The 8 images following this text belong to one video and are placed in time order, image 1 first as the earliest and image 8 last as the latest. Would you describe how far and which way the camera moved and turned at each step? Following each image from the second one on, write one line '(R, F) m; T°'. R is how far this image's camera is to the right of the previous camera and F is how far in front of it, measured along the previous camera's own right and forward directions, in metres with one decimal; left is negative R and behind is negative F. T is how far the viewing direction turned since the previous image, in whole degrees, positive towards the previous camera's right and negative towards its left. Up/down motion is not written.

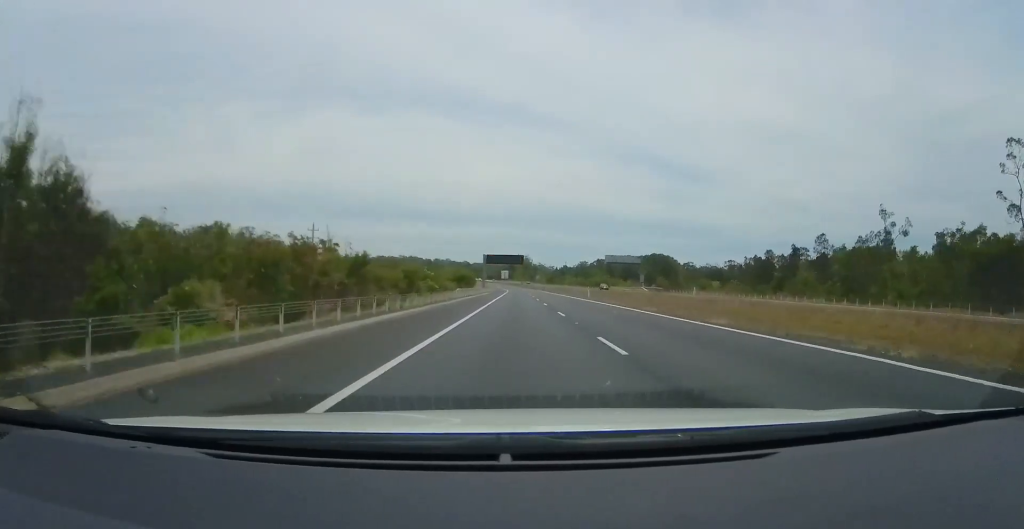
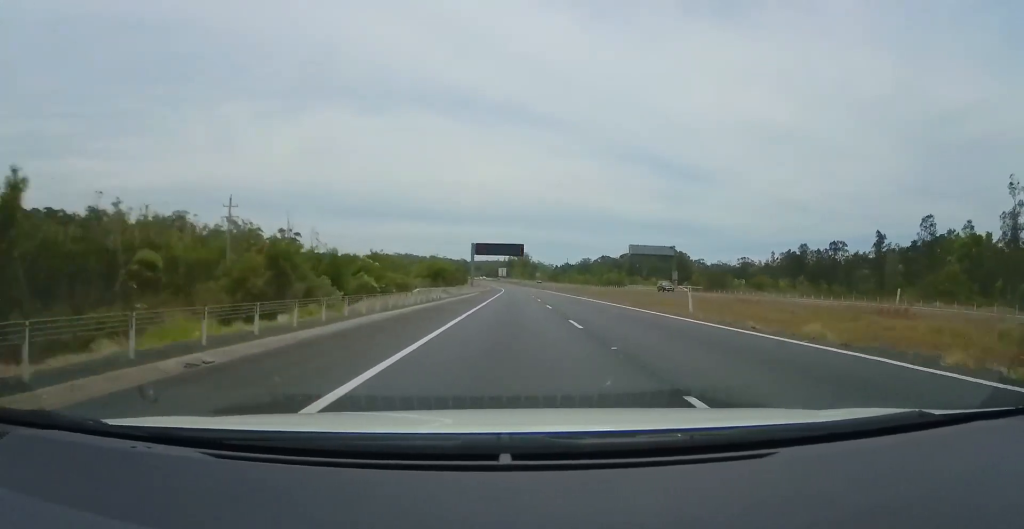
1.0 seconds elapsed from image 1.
(+0.1, +30.4) m; +1°
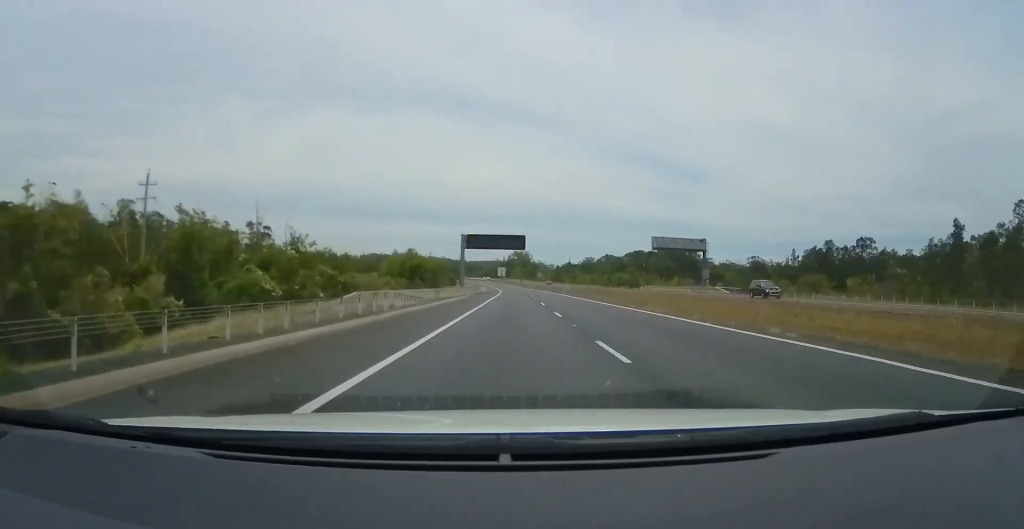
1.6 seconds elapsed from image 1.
(+0.4, +18.3) m; 0°
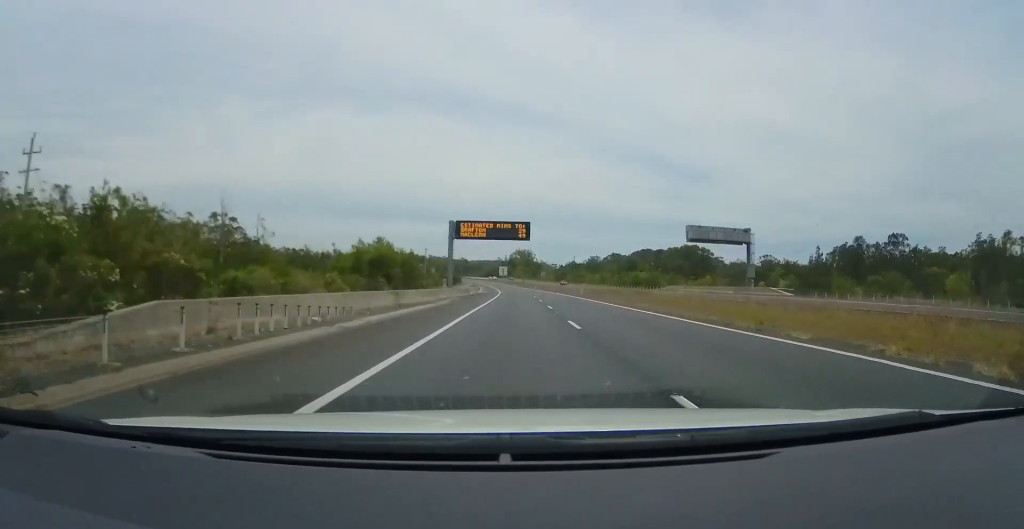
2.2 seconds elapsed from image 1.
(-0.2, +17.0) m; 0°
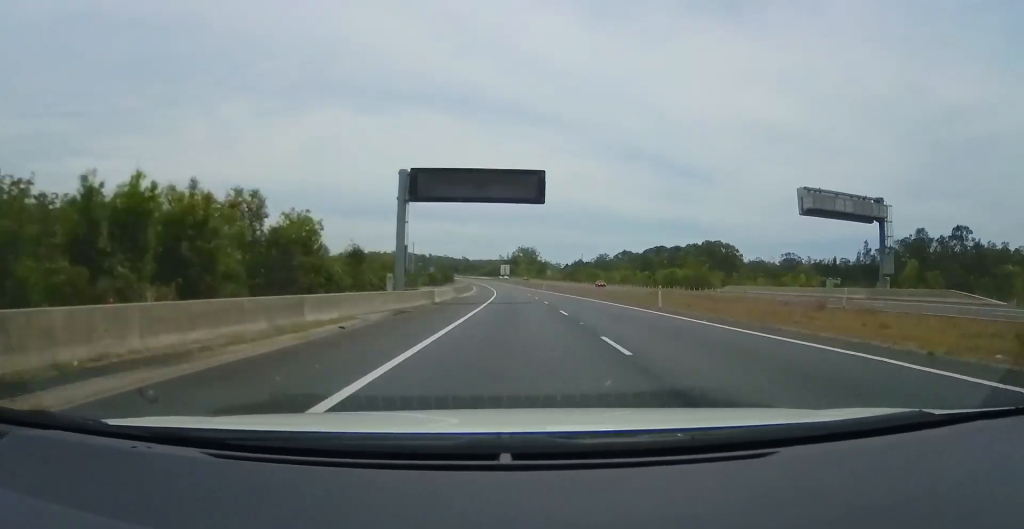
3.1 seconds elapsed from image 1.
(-0.2, +29.2) m; 0°
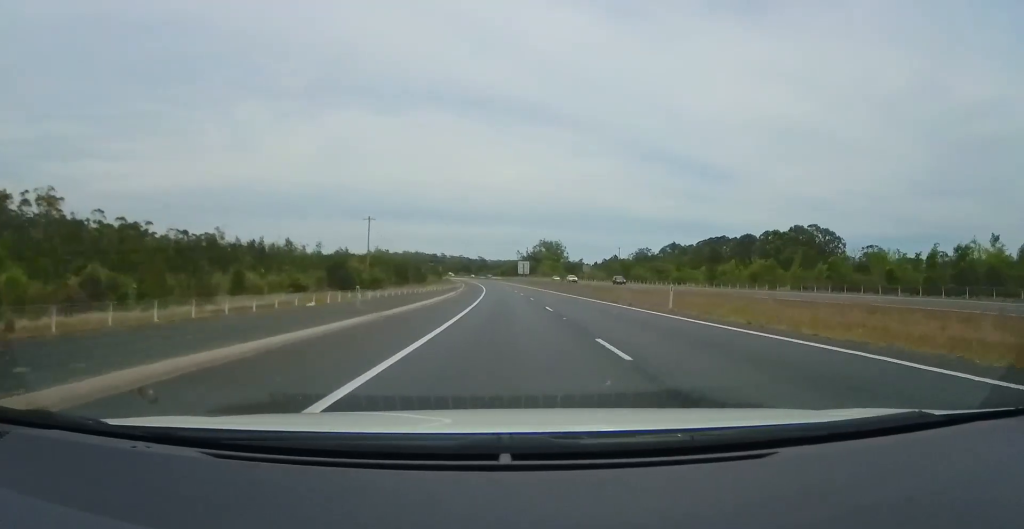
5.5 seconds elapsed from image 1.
(-0.9, +72.7) m; -2°
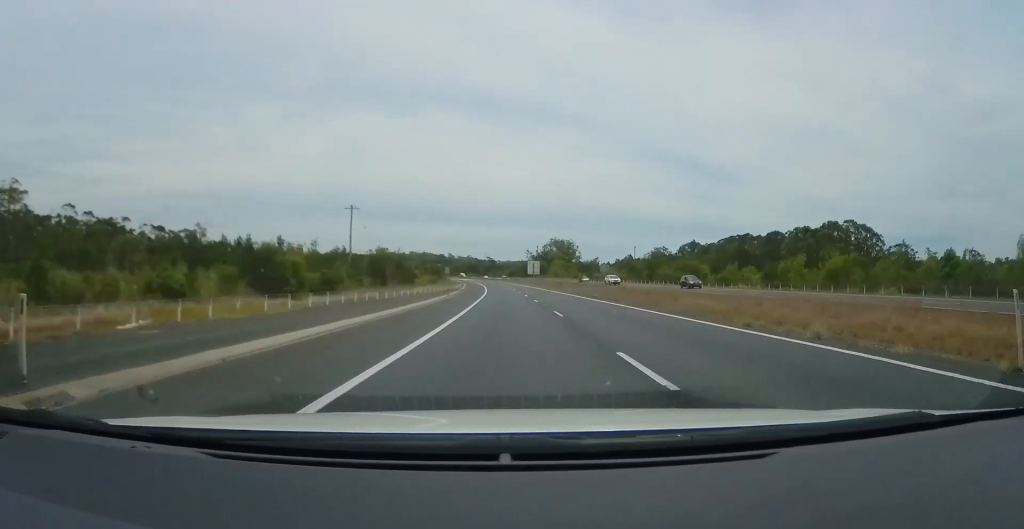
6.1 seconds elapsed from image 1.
(-0.2, +16.9) m; -1°
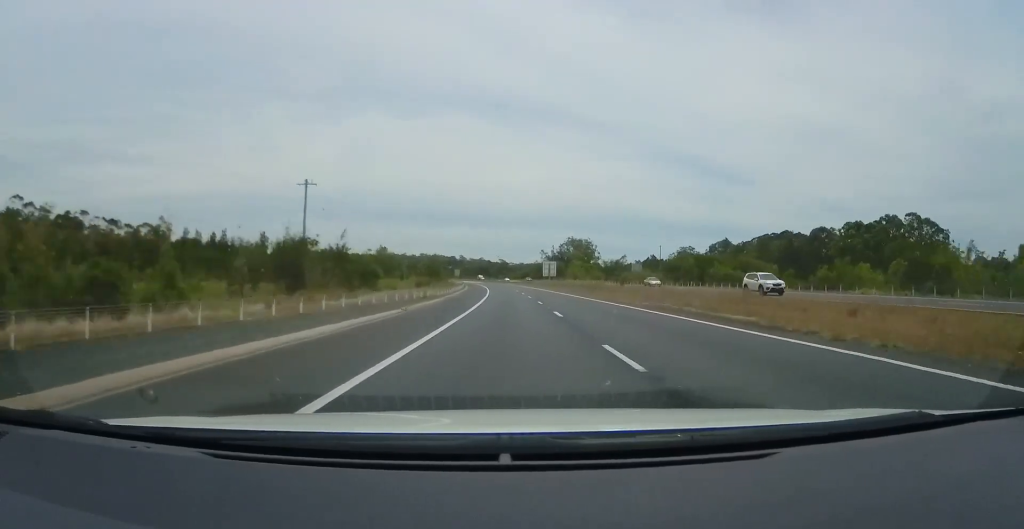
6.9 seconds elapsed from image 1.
(-0.2, +25.3) m; -1°
